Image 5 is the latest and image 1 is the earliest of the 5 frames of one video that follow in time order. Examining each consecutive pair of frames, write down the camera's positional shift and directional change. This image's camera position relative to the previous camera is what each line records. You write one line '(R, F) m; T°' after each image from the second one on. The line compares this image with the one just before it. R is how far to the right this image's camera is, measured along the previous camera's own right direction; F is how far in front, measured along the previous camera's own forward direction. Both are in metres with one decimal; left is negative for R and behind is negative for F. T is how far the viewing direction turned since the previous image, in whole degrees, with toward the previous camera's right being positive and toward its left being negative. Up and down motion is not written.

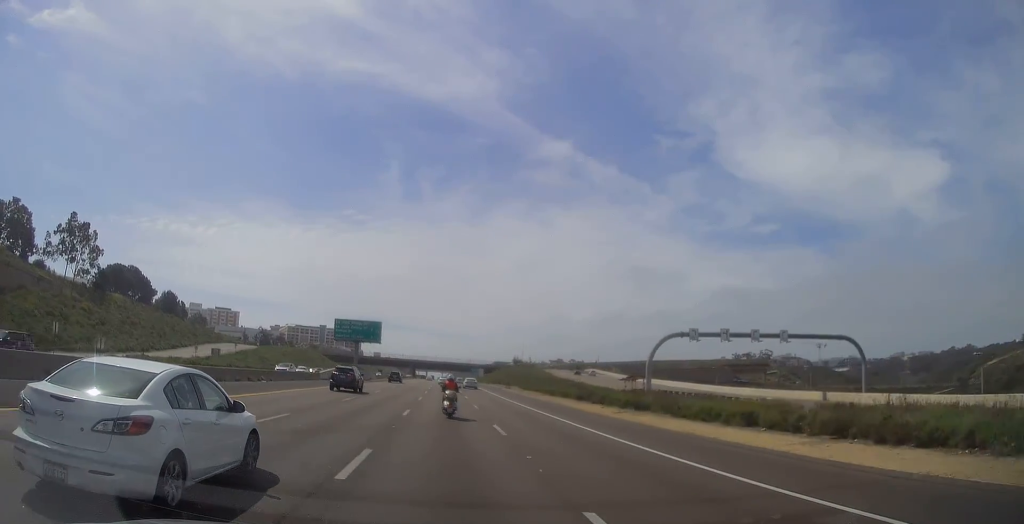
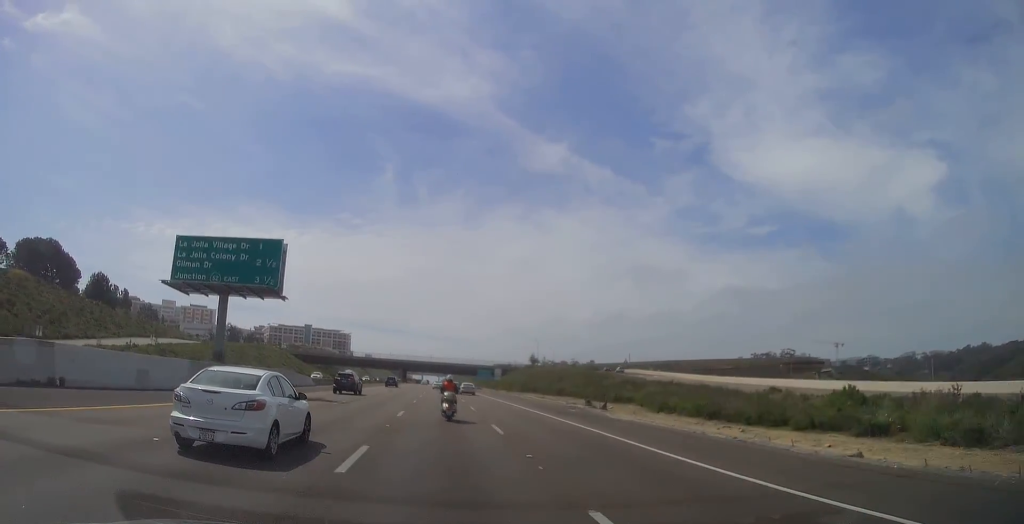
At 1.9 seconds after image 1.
(0.0, +58.3) m; 0°
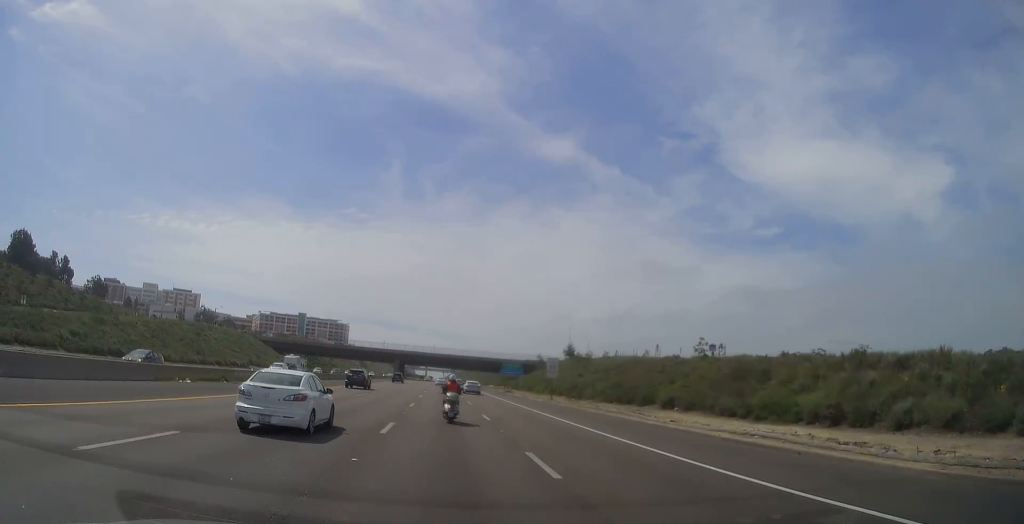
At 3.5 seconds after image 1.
(0.0, +52.1) m; 0°
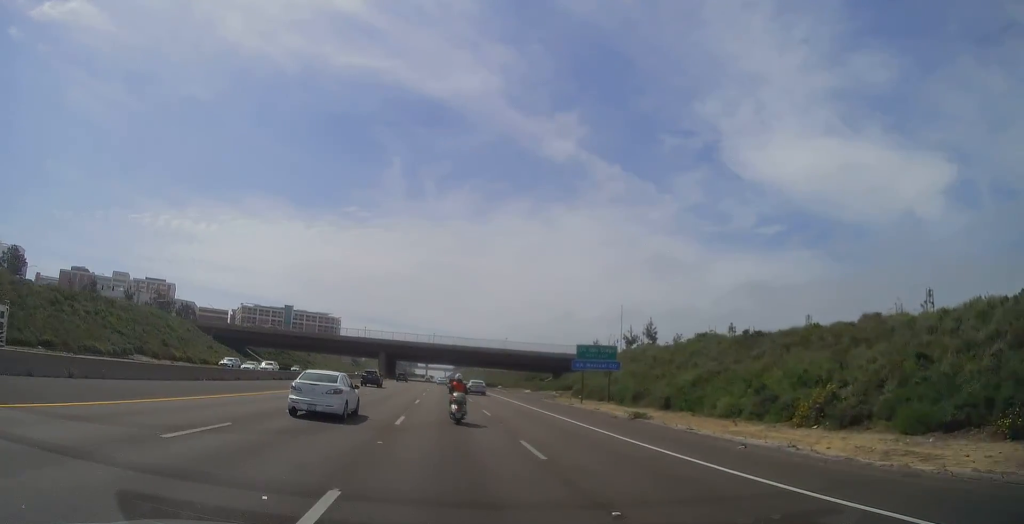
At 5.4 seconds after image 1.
(-1.3, +56.5) m; -1°
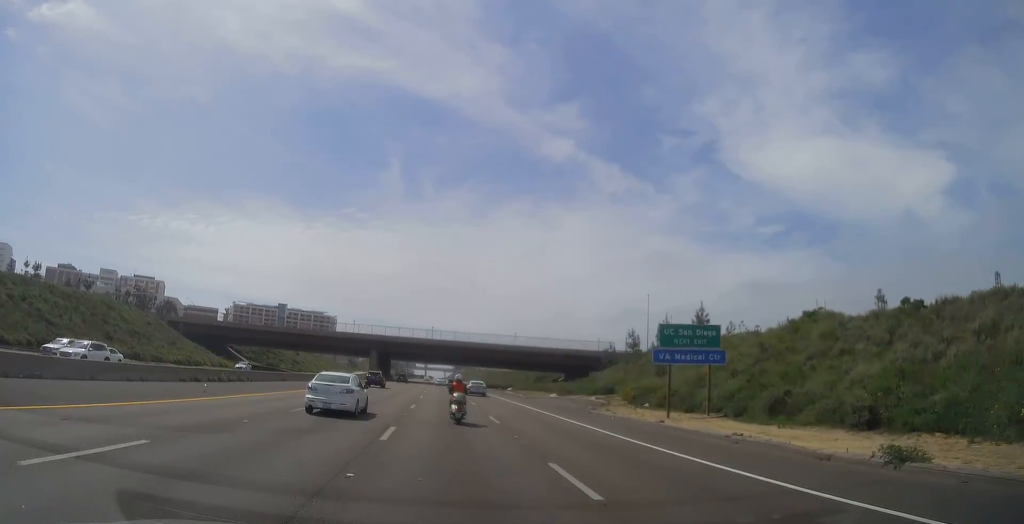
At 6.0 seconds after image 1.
(+0.4, +19.4) m; +1°
